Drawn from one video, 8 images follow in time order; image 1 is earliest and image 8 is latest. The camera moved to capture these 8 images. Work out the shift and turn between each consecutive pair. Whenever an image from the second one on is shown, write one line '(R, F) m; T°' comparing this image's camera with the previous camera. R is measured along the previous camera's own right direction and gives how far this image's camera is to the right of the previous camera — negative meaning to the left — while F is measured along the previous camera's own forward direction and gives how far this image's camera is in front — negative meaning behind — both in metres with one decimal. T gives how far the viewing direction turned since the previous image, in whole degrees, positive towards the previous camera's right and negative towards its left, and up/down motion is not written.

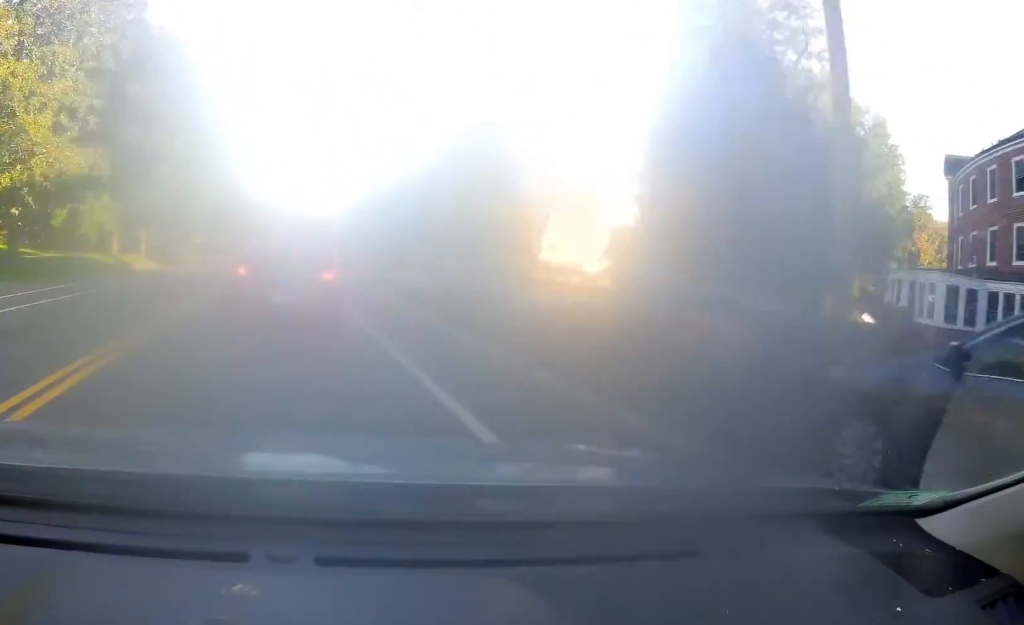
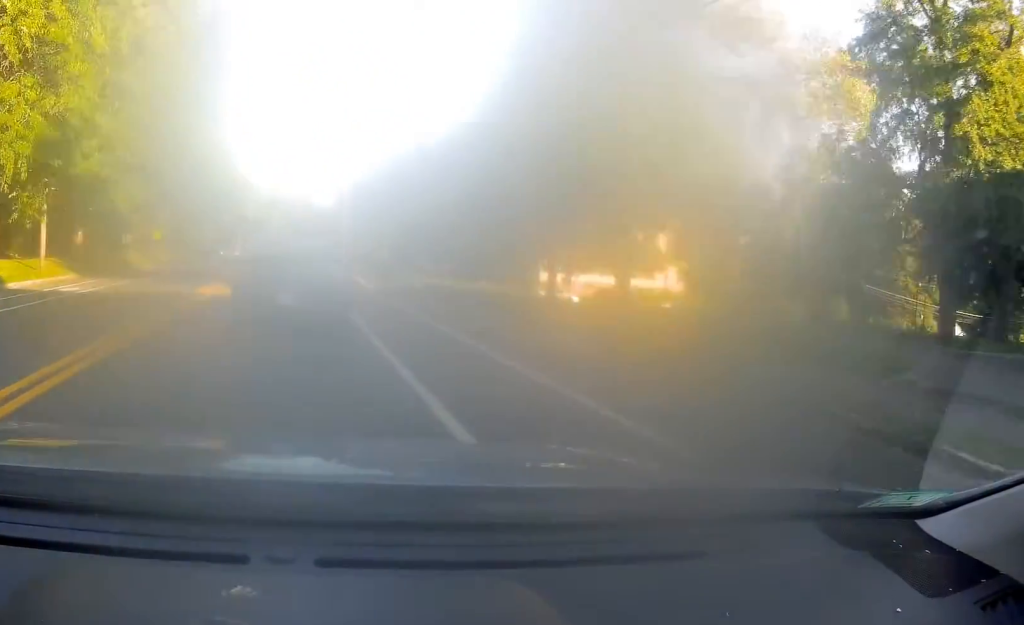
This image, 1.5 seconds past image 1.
(+0.4, +20.0) m; +3°
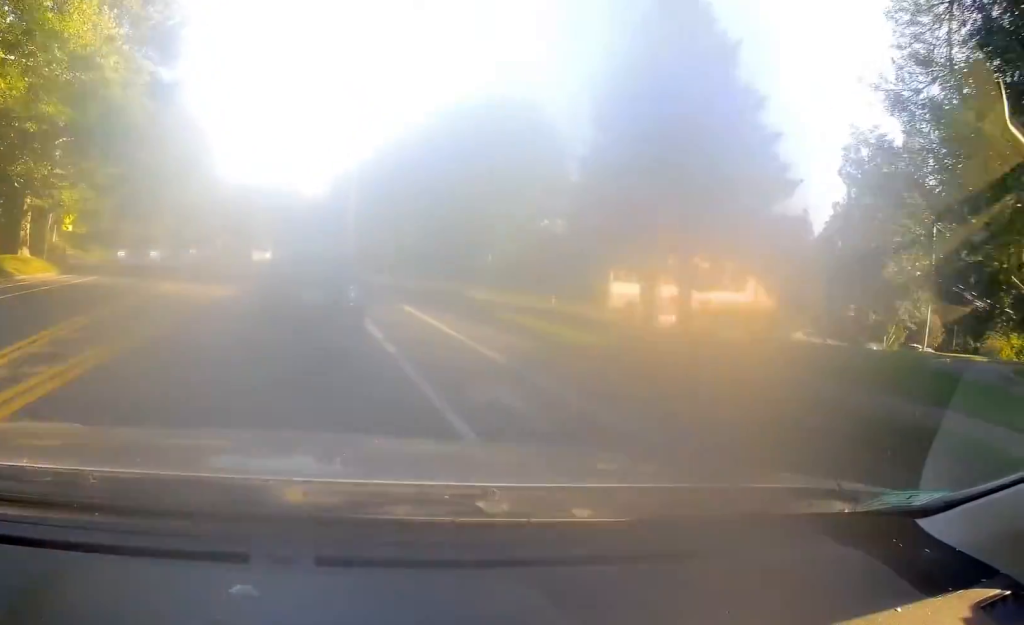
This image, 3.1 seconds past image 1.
(-0.4, +19.3) m; -2°
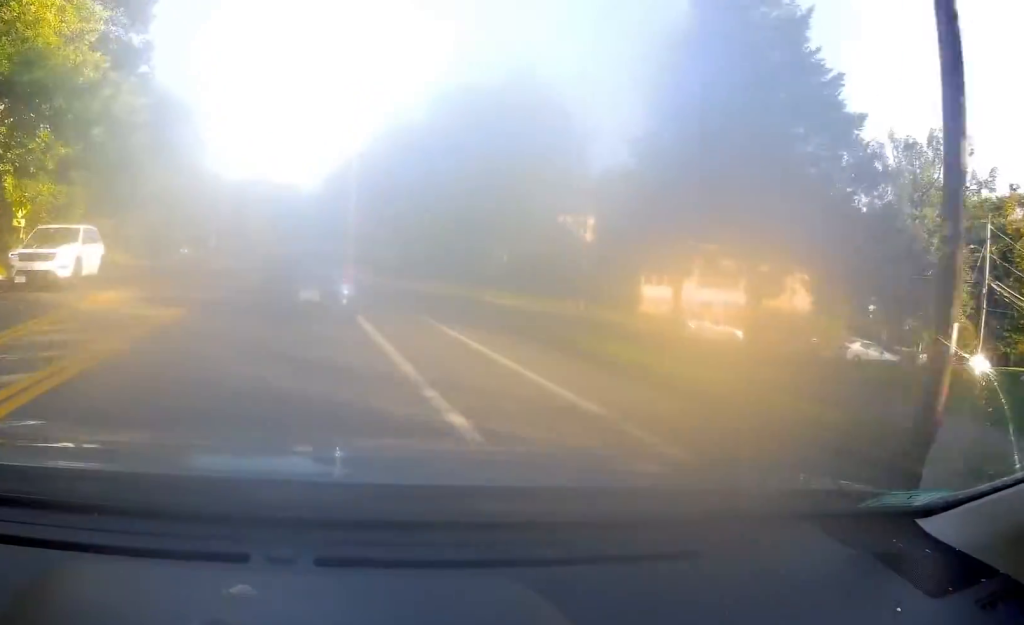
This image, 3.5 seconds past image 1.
(-0.2, +5.3) m; 0°
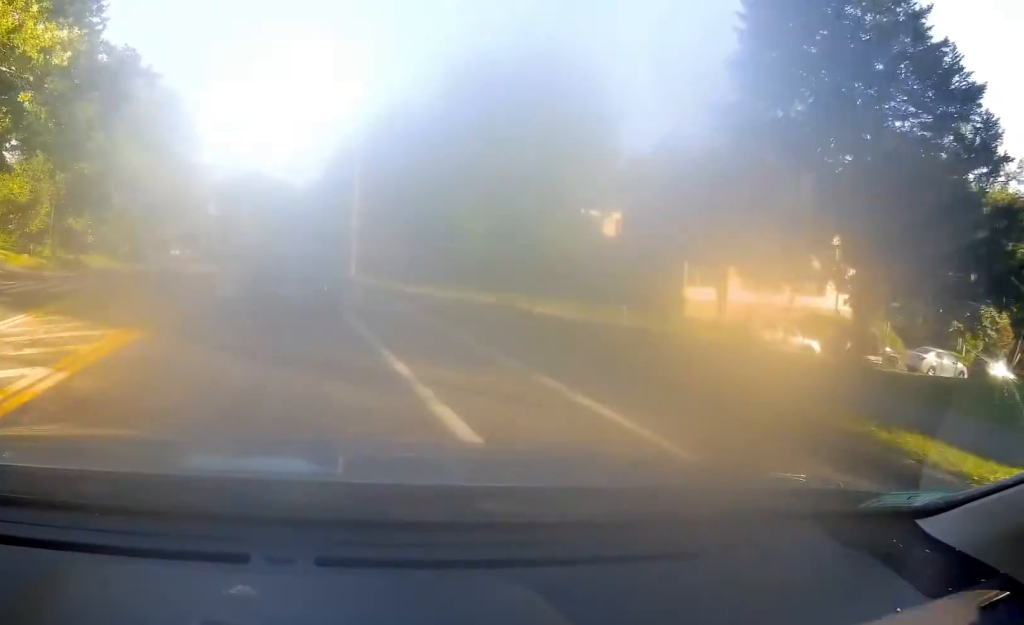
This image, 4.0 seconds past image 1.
(+0.2, +6.2) m; +1°
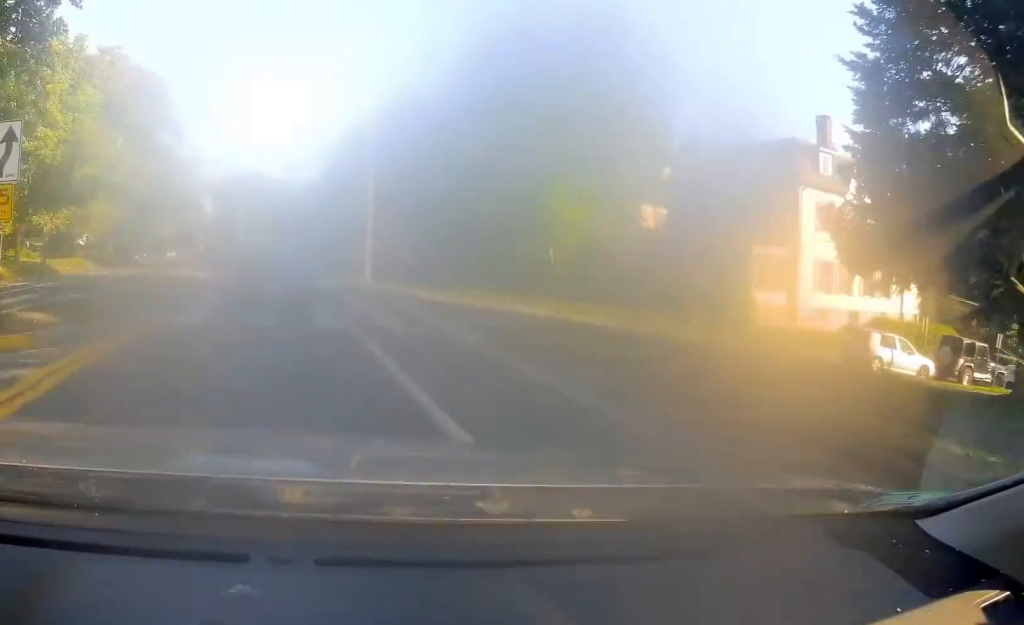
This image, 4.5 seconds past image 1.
(+0.1, +6.6) m; +1°
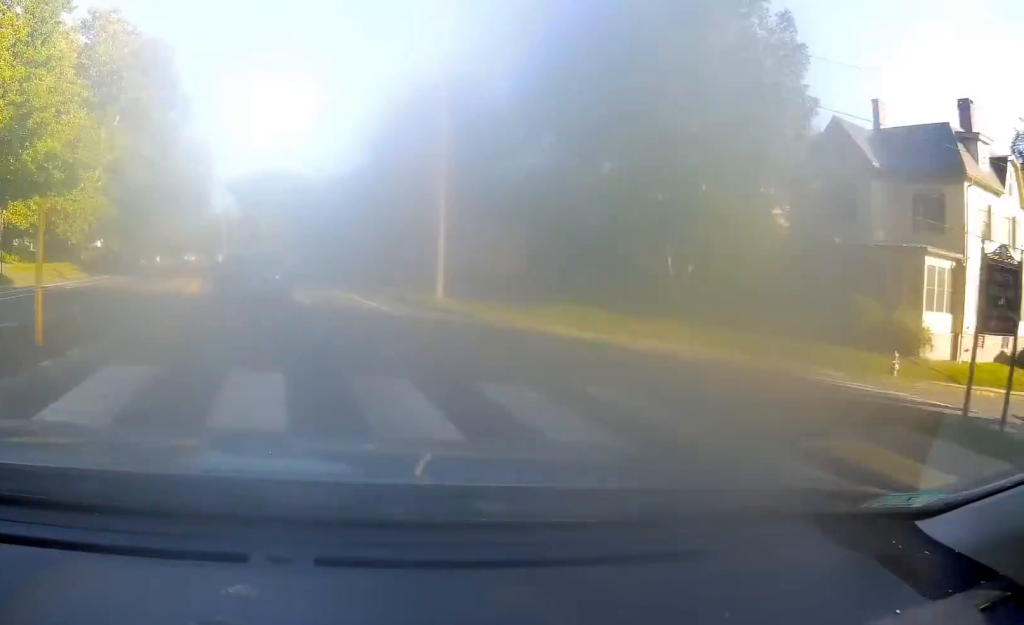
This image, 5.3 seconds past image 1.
(0.0, +10.3) m; -2°
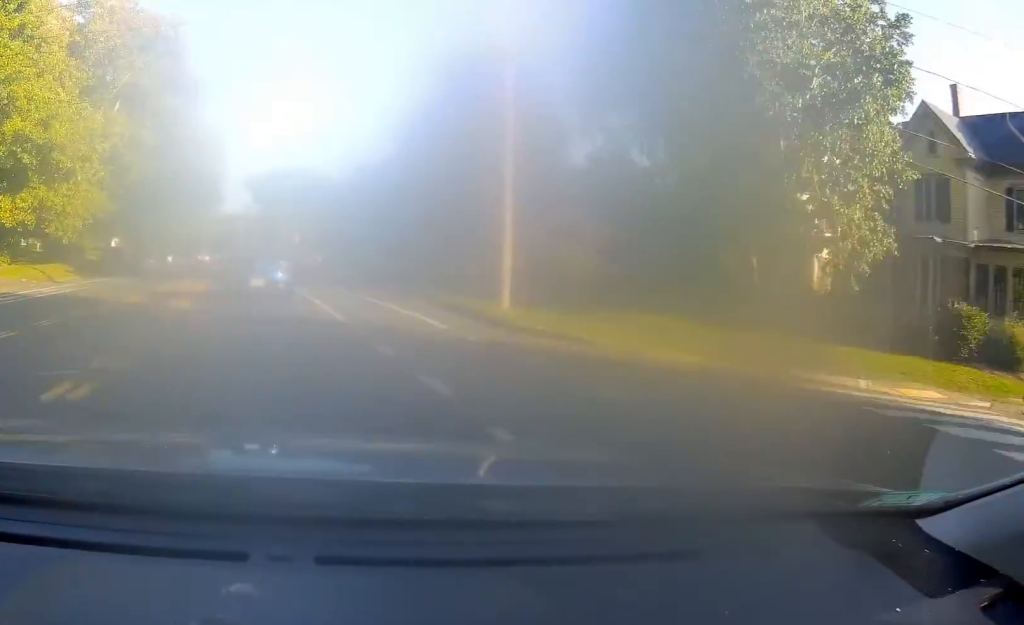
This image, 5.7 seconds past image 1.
(0.0, +5.2) m; -1°
